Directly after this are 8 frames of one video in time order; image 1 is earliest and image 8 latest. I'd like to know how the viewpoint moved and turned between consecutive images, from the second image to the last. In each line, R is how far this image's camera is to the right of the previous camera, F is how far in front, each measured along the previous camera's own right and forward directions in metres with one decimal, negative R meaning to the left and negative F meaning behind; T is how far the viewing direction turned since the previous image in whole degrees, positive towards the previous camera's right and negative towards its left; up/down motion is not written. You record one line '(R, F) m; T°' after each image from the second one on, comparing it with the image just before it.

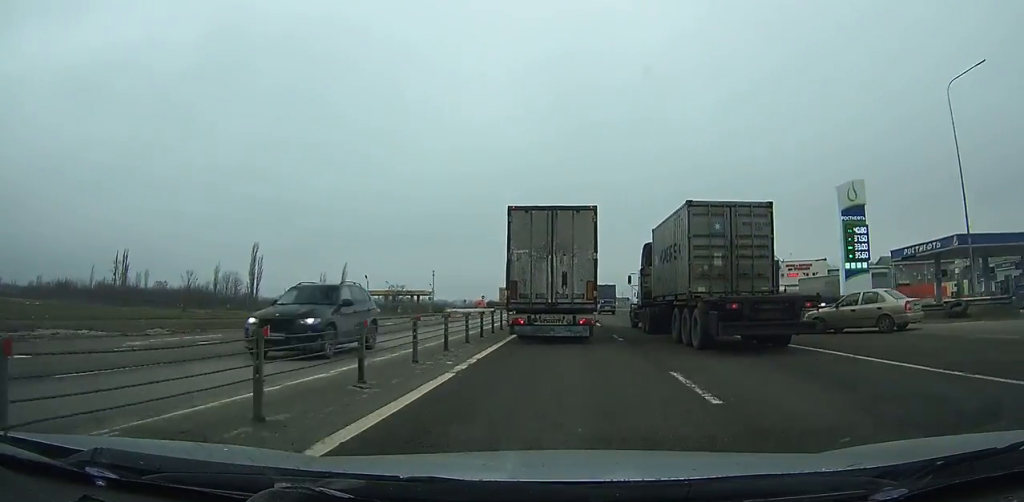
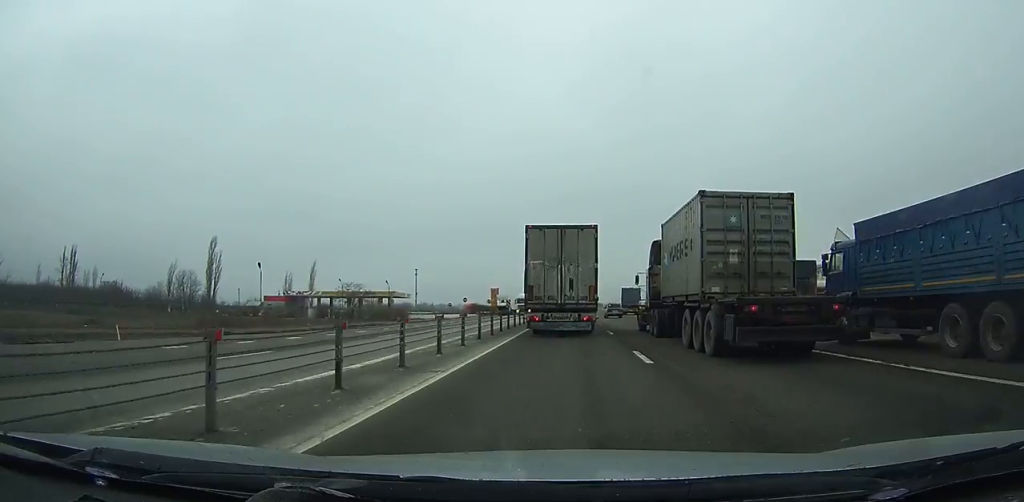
(-0.1, +34.2) m; 0°
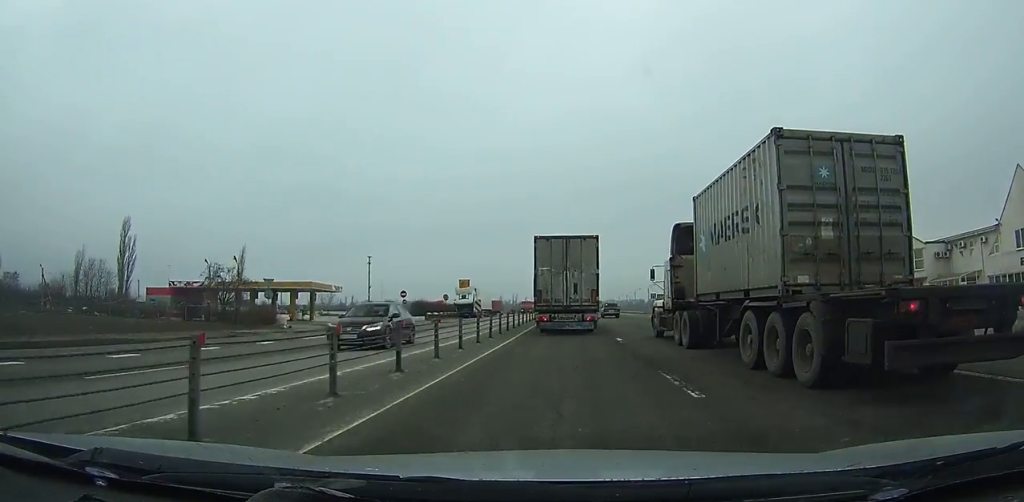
(+0.1, +41.0) m; 0°
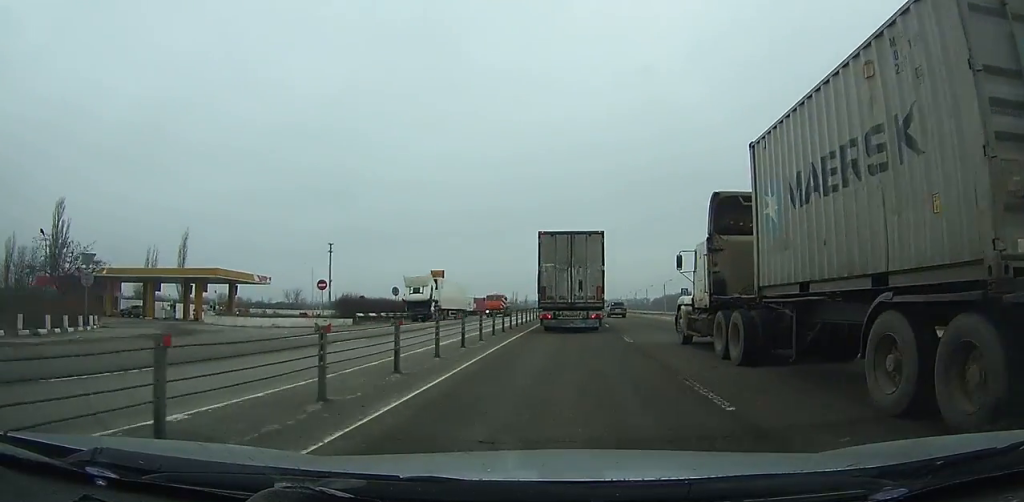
(+0.1, +23.5) m; 0°
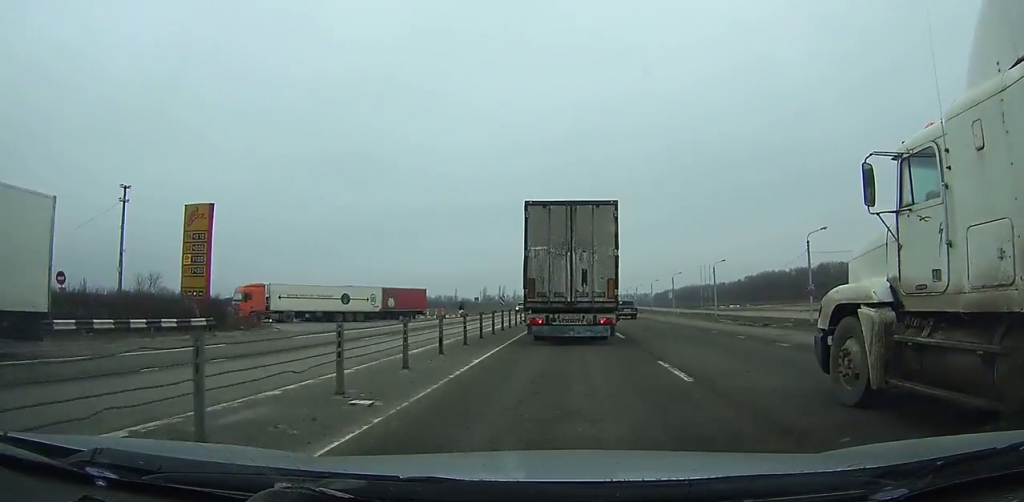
(-0.2, +51.6) m; -1°
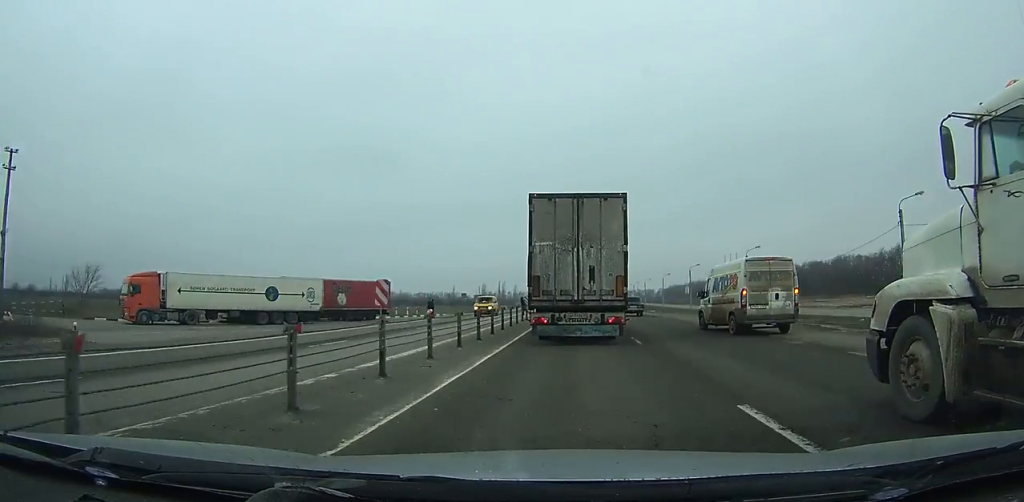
(-0.1, +15.9) m; 0°
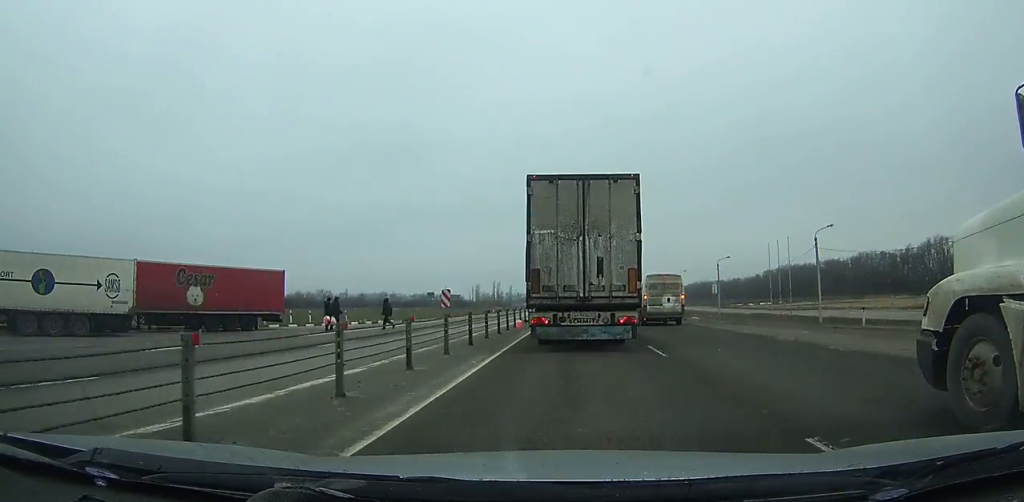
(-0.1, +22.8) m; 0°
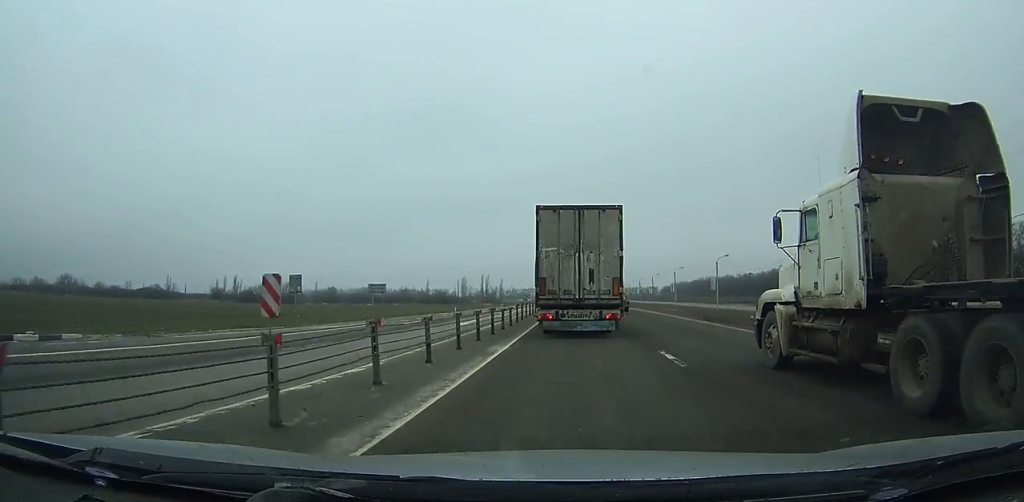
(+0.2, +45.1) m; +1°
